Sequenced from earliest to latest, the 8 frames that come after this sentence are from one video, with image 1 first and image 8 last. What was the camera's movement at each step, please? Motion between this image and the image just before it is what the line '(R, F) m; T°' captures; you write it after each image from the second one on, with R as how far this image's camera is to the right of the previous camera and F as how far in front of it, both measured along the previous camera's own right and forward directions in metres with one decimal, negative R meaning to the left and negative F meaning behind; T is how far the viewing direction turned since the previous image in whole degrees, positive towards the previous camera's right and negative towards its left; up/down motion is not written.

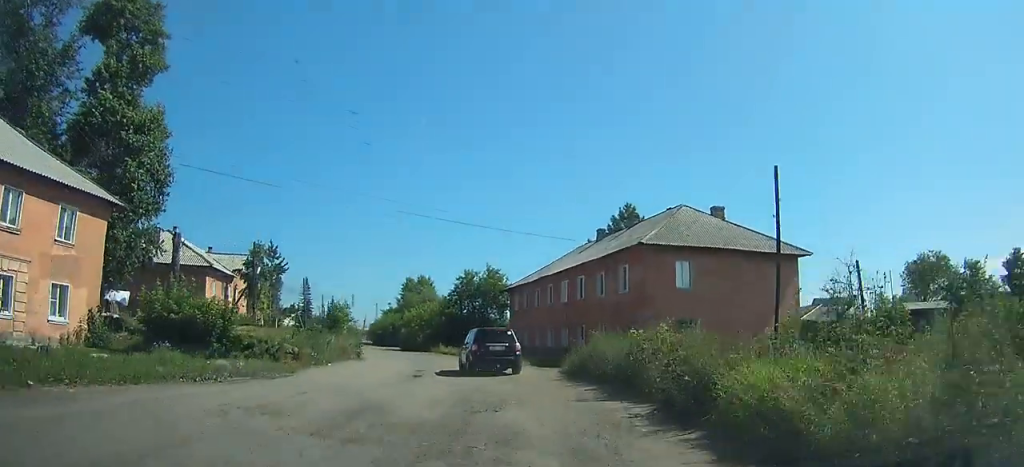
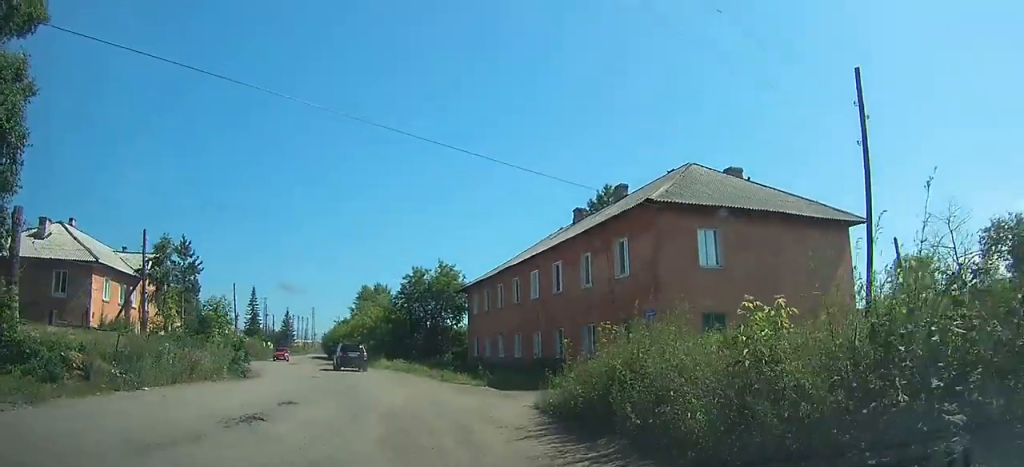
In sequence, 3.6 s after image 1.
(-0.8, +13.7) m; -11°
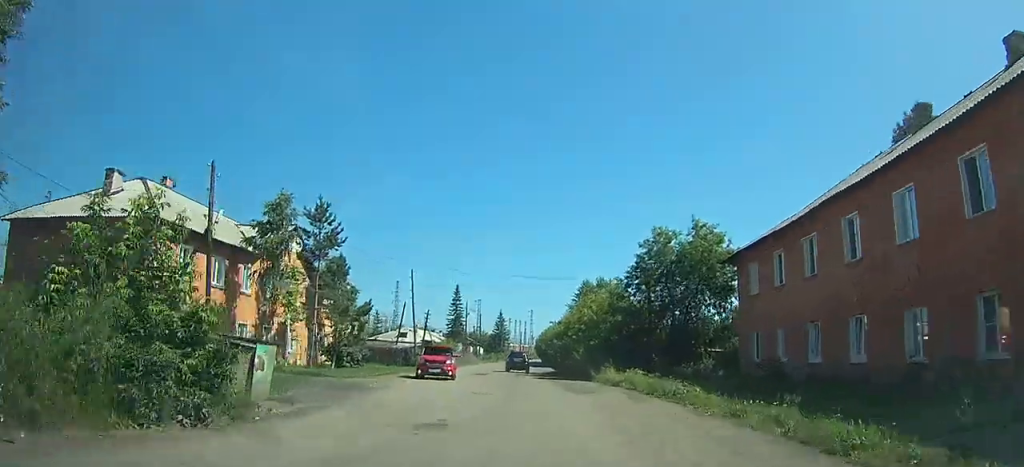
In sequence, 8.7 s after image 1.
(-4.0, +21.1) m; -19°
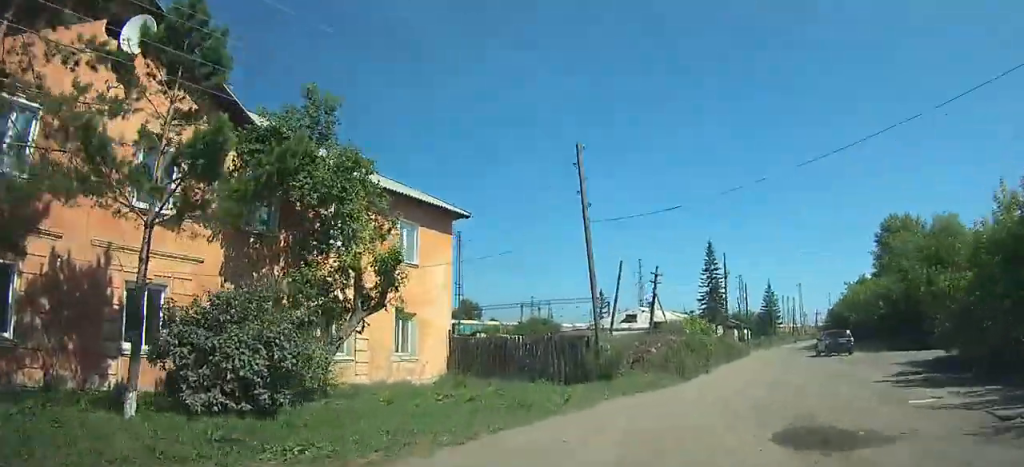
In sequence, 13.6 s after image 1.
(-2.9, +24.2) m; -12°
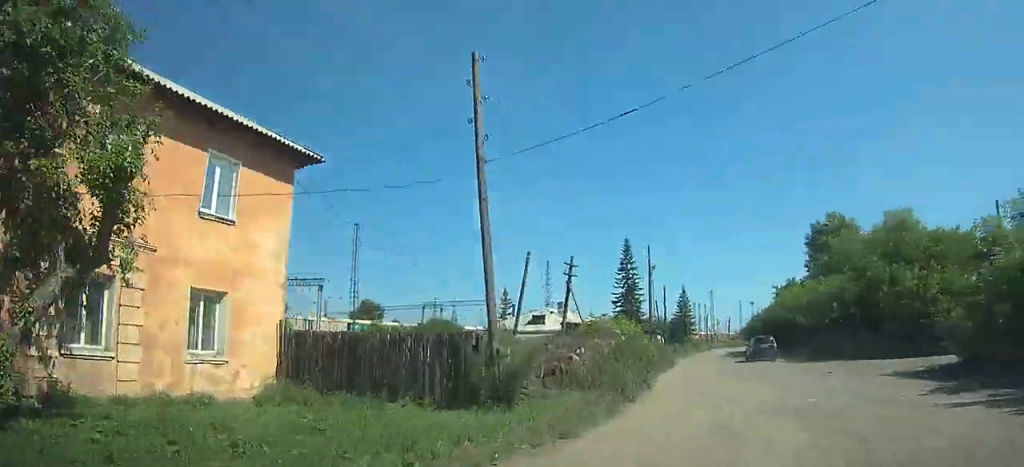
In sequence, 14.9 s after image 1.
(-0.2, +6.2) m; +2°
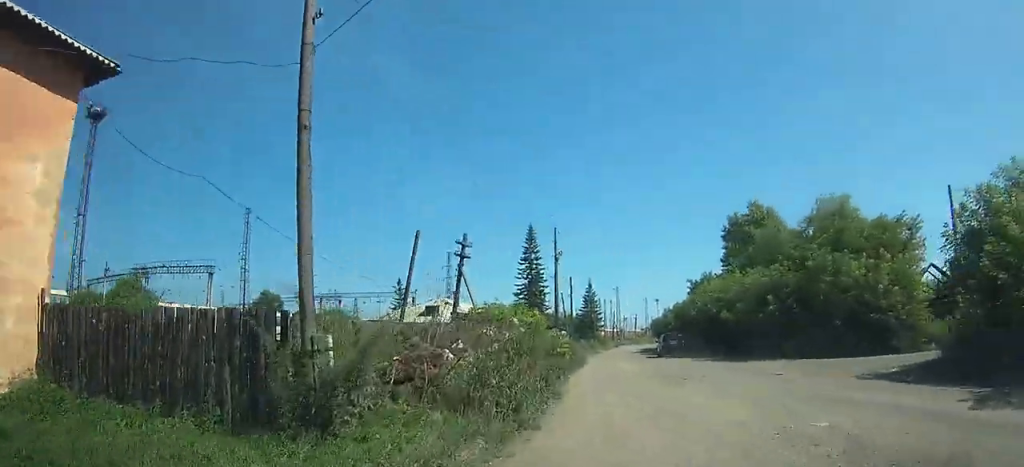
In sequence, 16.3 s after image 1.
(-0.5, +6.7) m; +2°
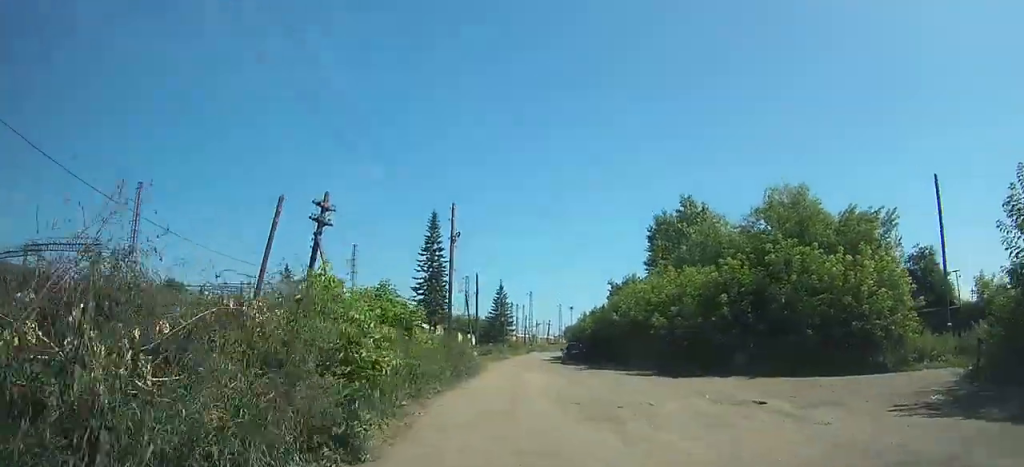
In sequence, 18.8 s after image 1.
(+1.2, +10.7) m; +6°
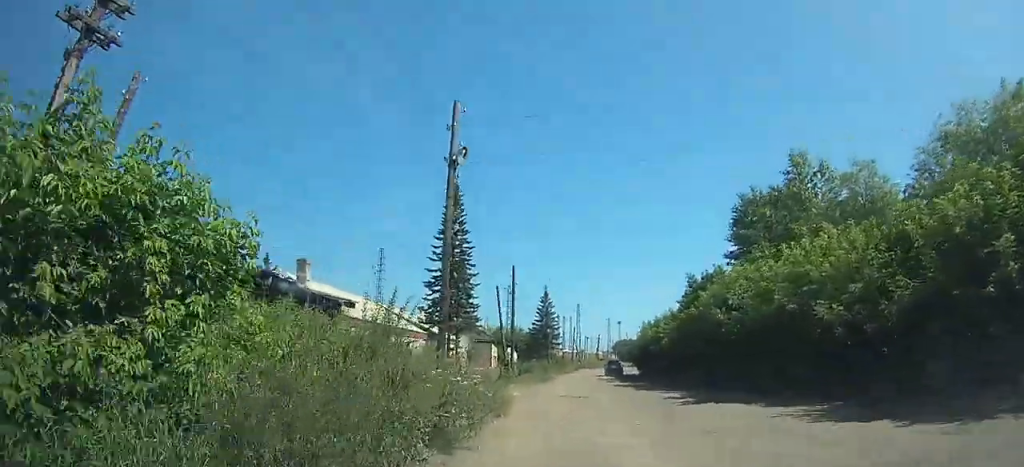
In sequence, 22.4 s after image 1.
(+0.5, +15.1) m; +5°
